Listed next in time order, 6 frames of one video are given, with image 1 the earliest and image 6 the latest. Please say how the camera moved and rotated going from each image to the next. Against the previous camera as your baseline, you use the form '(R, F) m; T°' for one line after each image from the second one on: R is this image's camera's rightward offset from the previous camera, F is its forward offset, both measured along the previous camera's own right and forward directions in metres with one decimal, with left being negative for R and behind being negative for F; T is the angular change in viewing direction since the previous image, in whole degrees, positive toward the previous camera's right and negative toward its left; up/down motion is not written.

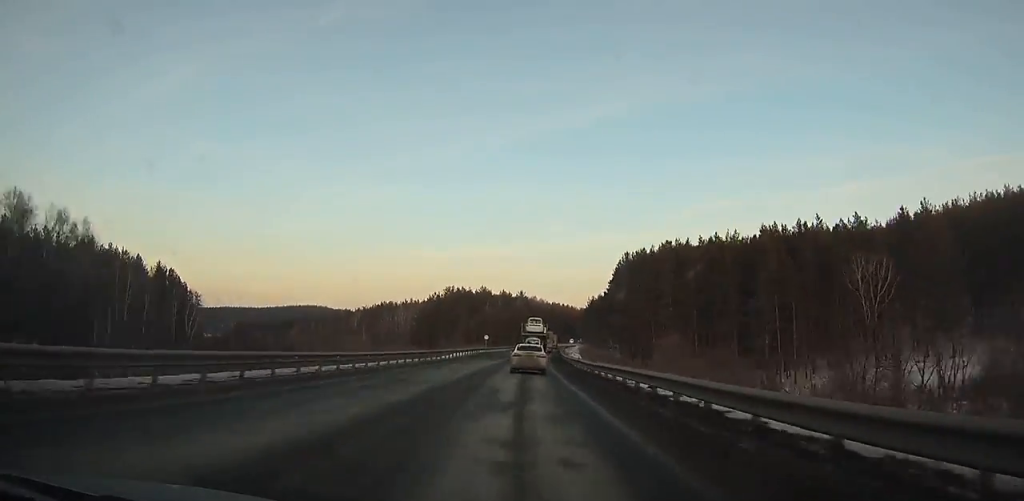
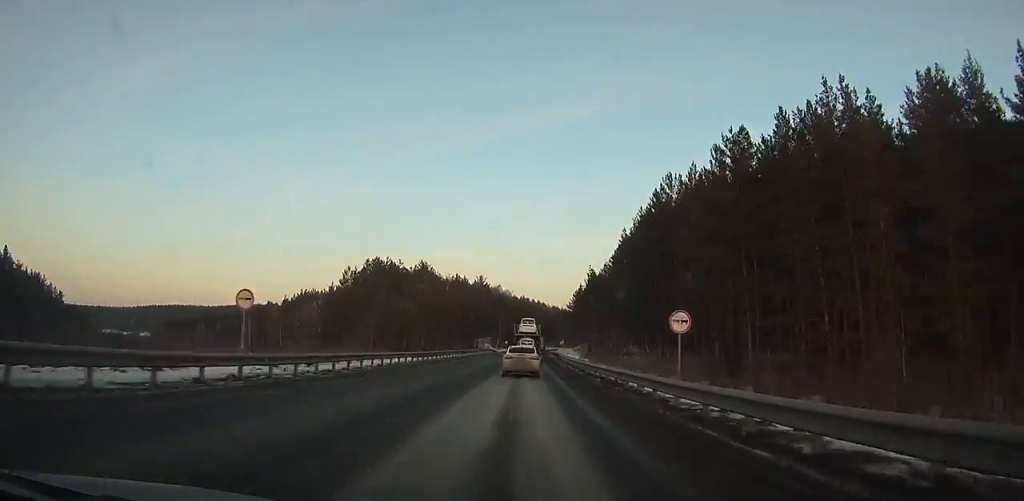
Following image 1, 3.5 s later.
(+1.8, +77.9) m; +2°
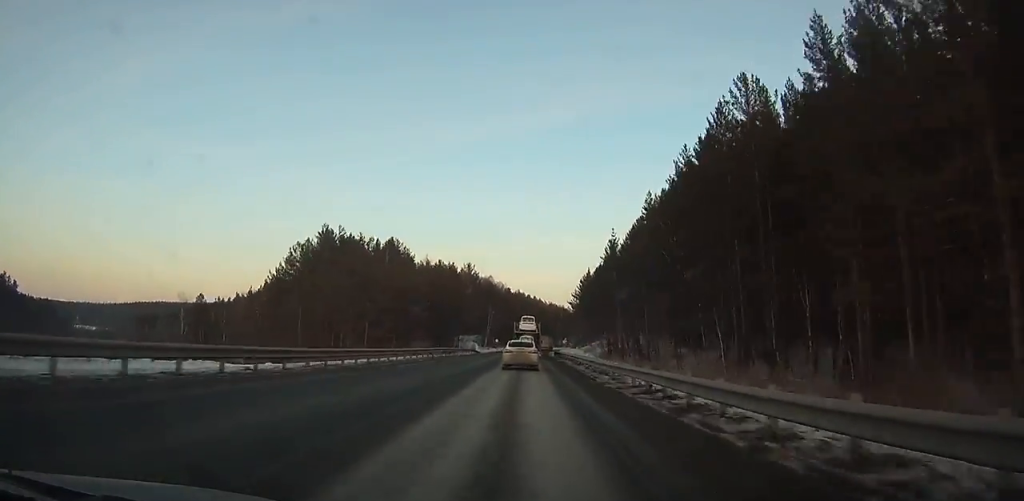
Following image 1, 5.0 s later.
(+0.2, +33.4) m; +1°
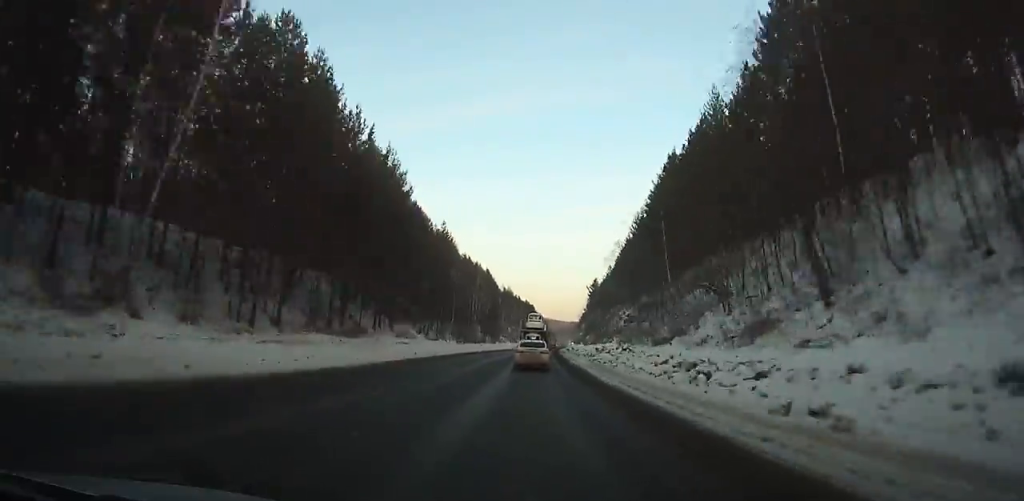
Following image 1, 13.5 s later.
(+12.8, +186.4) m; +9°
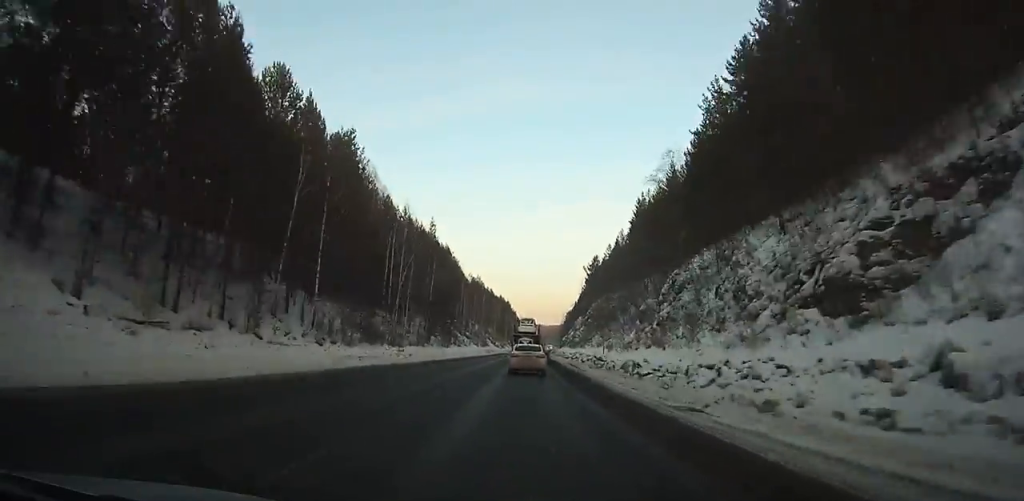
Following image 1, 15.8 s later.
(+0.6, +47.9) m; +1°
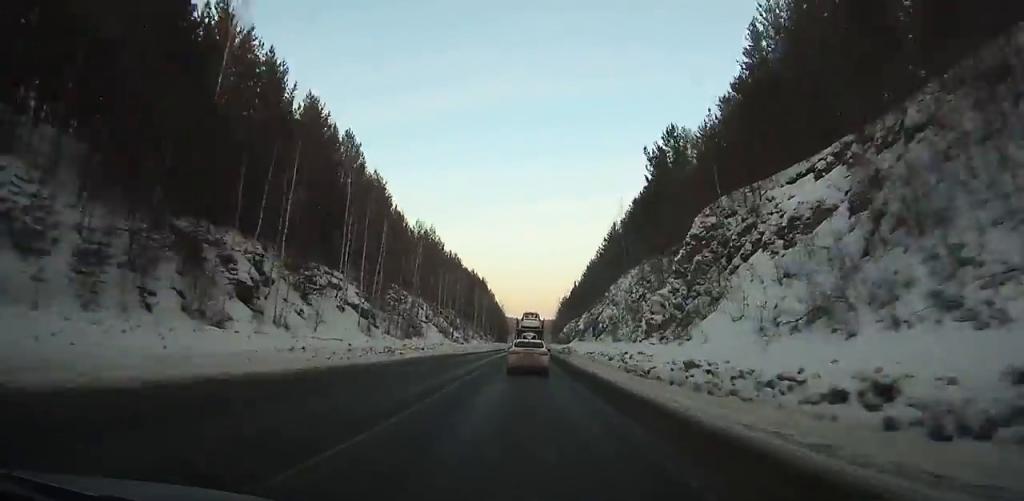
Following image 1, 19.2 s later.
(+1.1, +68.3) m; +2°
